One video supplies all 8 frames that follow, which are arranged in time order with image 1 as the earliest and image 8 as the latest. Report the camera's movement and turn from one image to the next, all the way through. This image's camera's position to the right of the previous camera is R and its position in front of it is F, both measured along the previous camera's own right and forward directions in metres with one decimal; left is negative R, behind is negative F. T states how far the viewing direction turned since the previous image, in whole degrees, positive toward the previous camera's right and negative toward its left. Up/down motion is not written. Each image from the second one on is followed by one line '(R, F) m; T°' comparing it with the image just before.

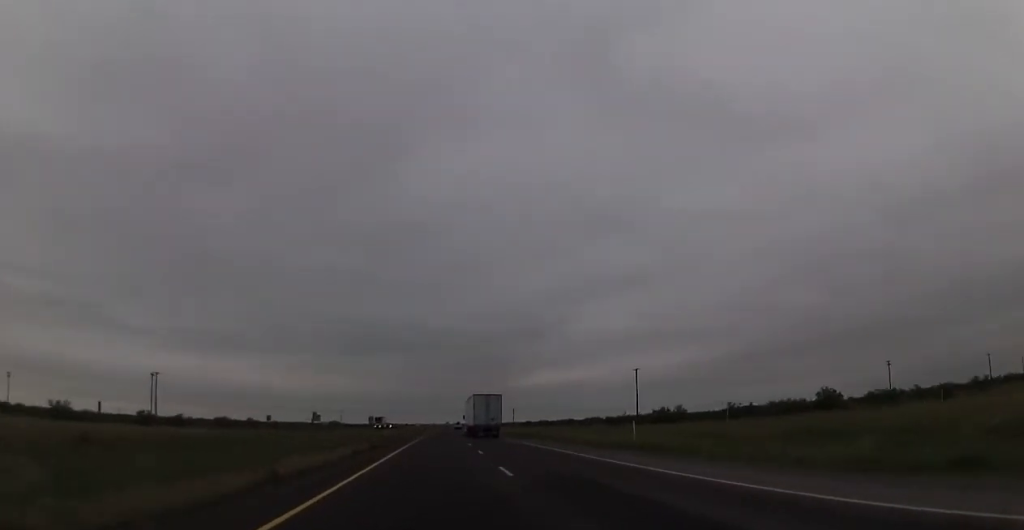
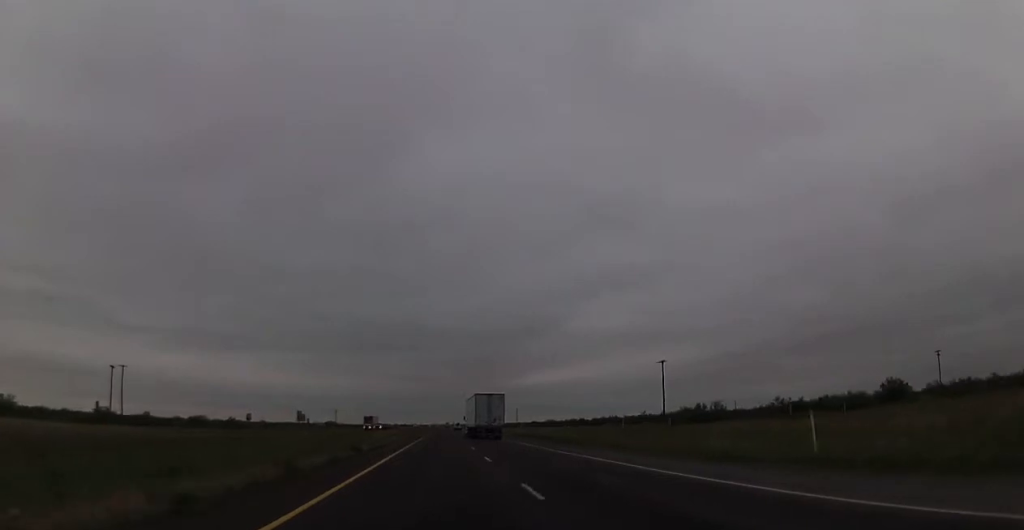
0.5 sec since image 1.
(+0.1, +17.3) m; 0°
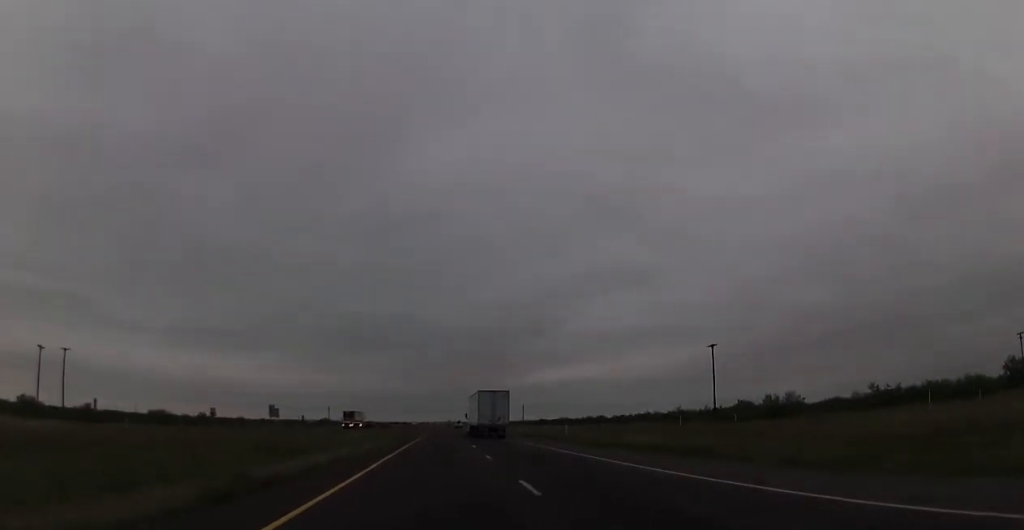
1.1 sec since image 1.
(-0.1, +23.5) m; 0°
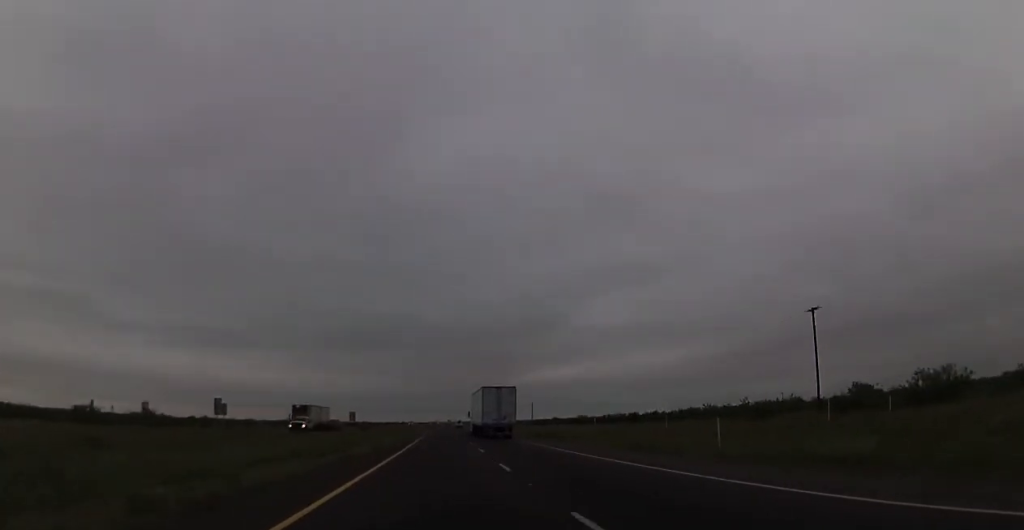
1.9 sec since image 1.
(-0.1, +29.7) m; 0°
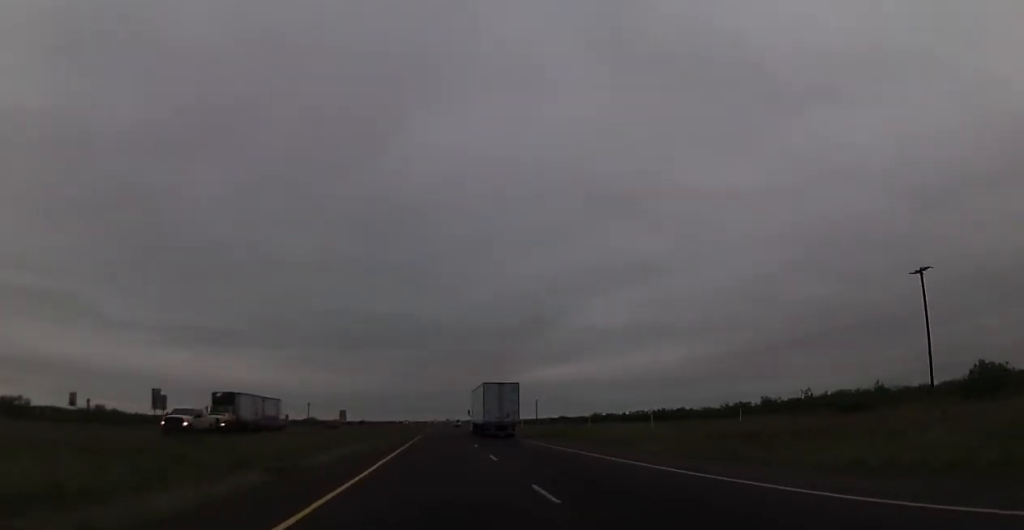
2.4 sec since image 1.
(-0.1, +19.8) m; 0°
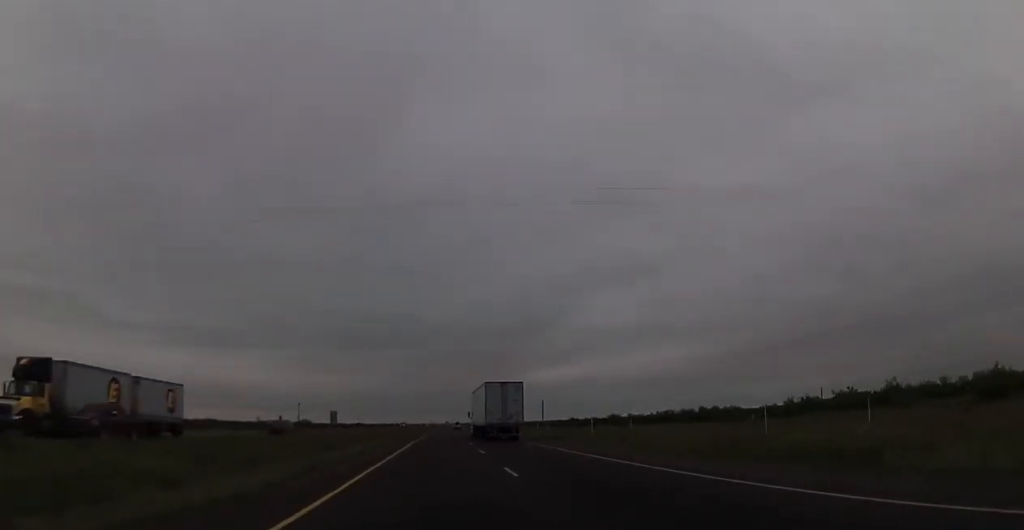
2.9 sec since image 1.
(+0.1, +18.6) m; 0°
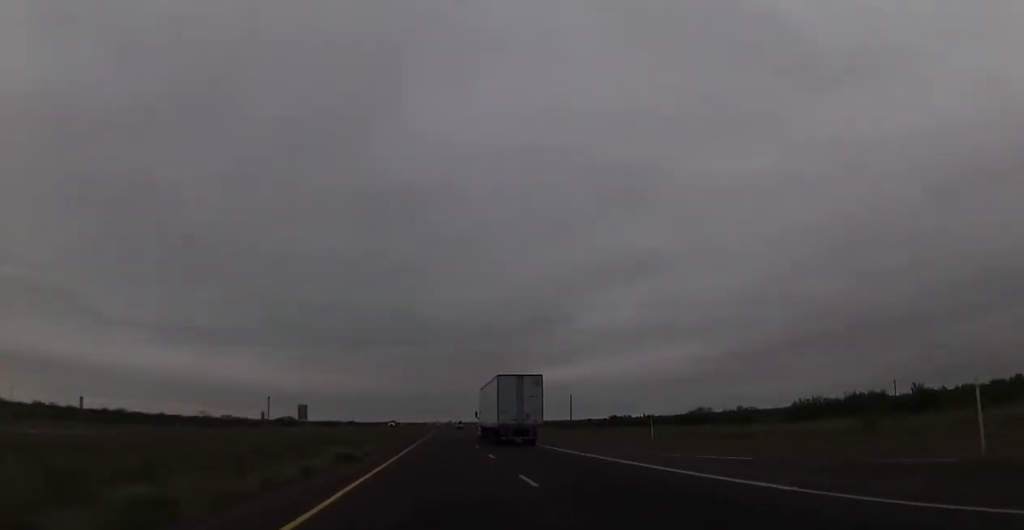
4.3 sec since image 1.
(-0.2, +50.8) m; 0°
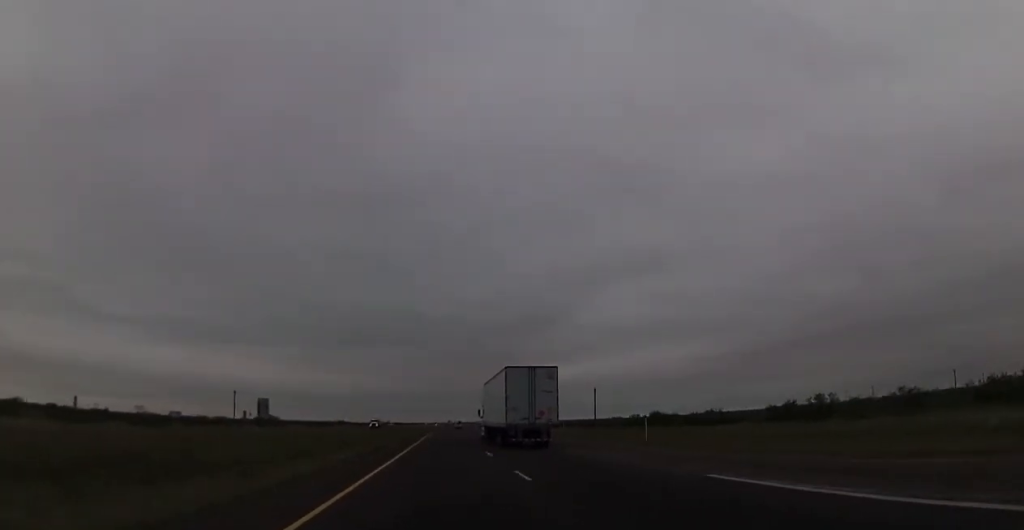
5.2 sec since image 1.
(+0.4, +34.6) m; +1°
